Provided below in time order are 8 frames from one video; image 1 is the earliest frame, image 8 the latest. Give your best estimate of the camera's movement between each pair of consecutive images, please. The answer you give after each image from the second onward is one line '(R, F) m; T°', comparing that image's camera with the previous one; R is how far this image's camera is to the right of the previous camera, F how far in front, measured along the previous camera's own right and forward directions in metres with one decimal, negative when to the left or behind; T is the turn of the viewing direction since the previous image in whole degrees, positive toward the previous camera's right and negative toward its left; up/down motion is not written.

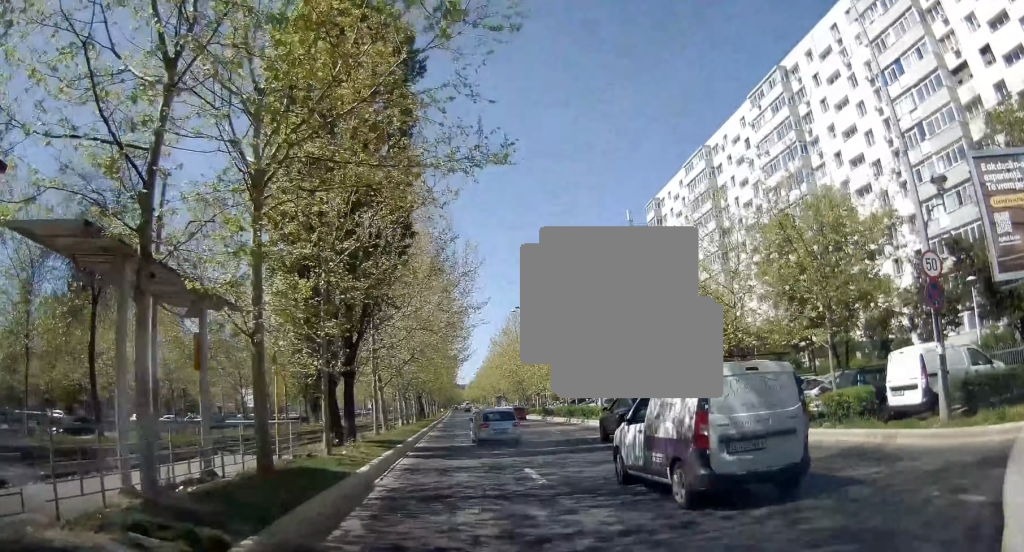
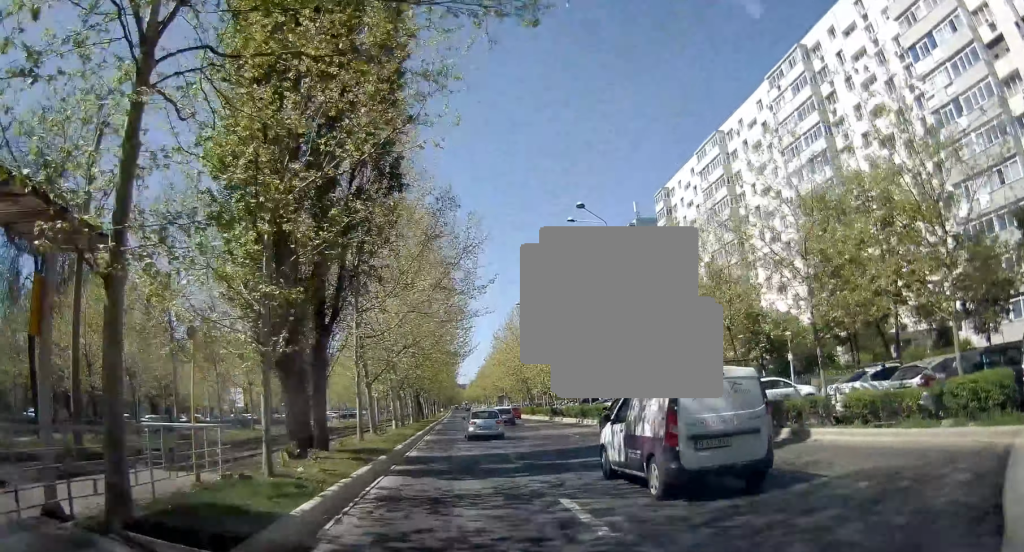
(-0.1, +4.9) m; -1°
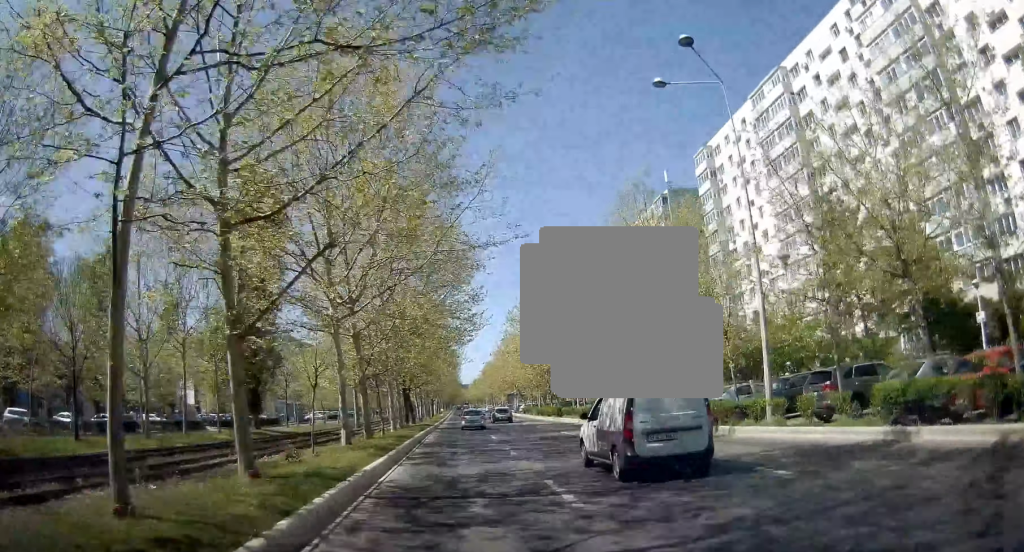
(-0.1, +16.8) m; +1°
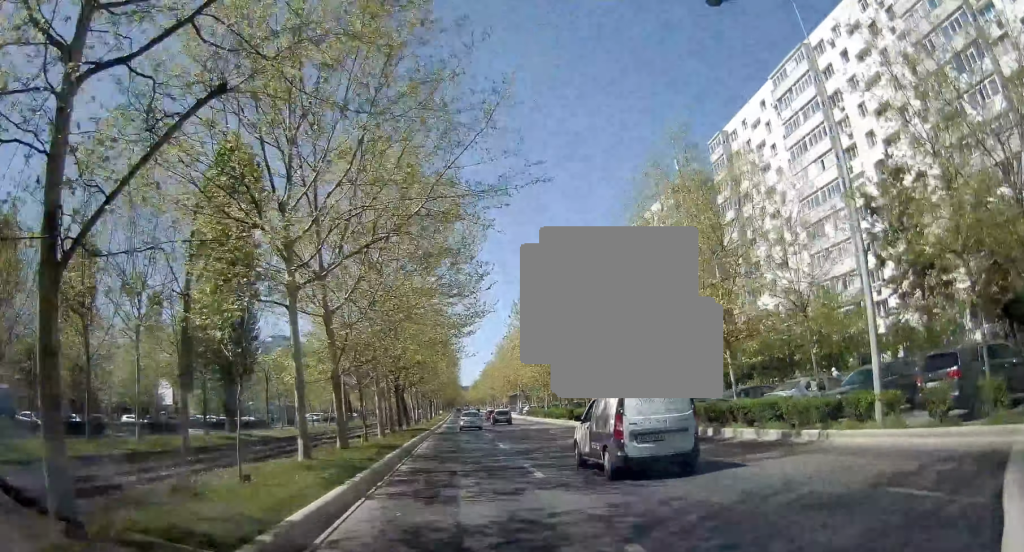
(0.0, +5.1) m; +1°
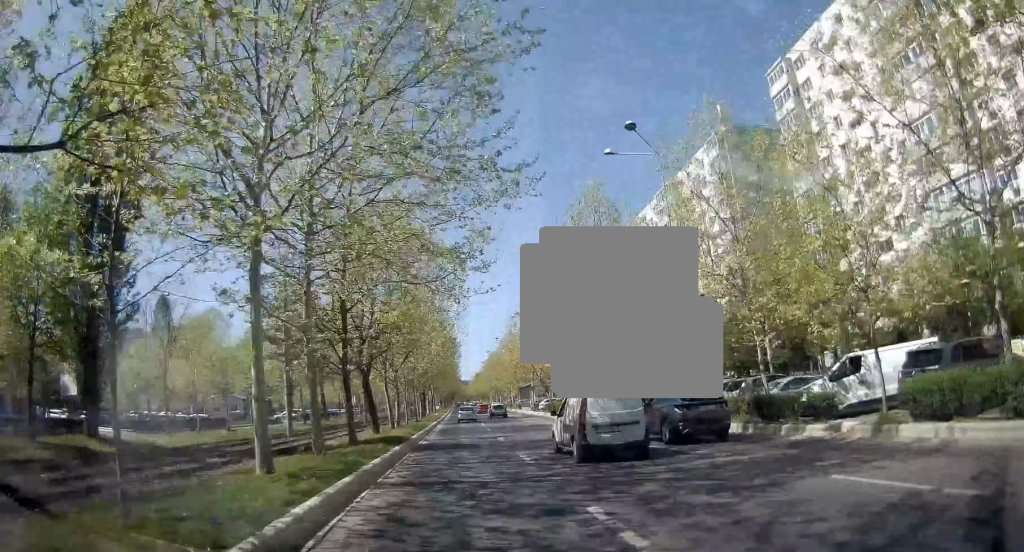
(+0.3, +16.8) m; +1°
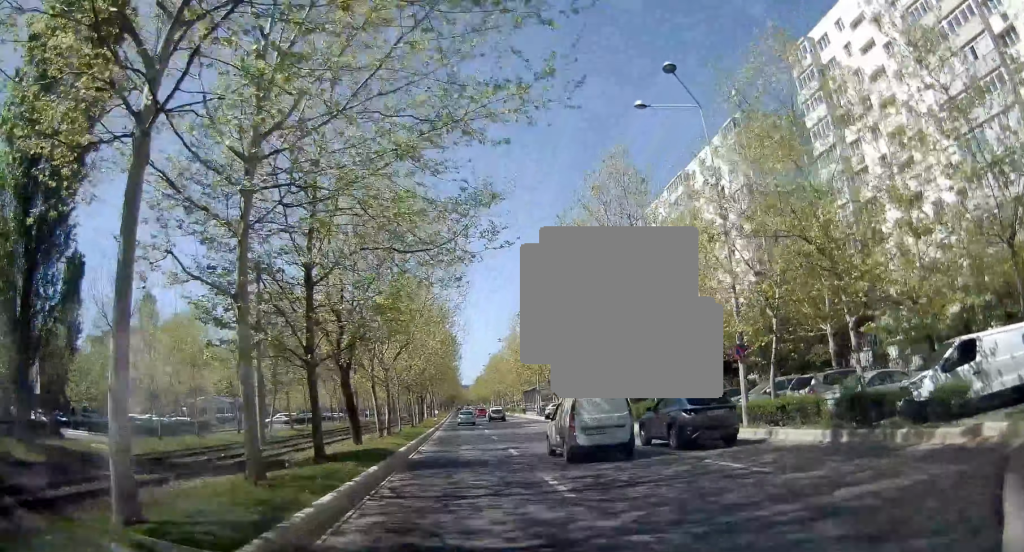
(0.0, +5.1) m; 0°
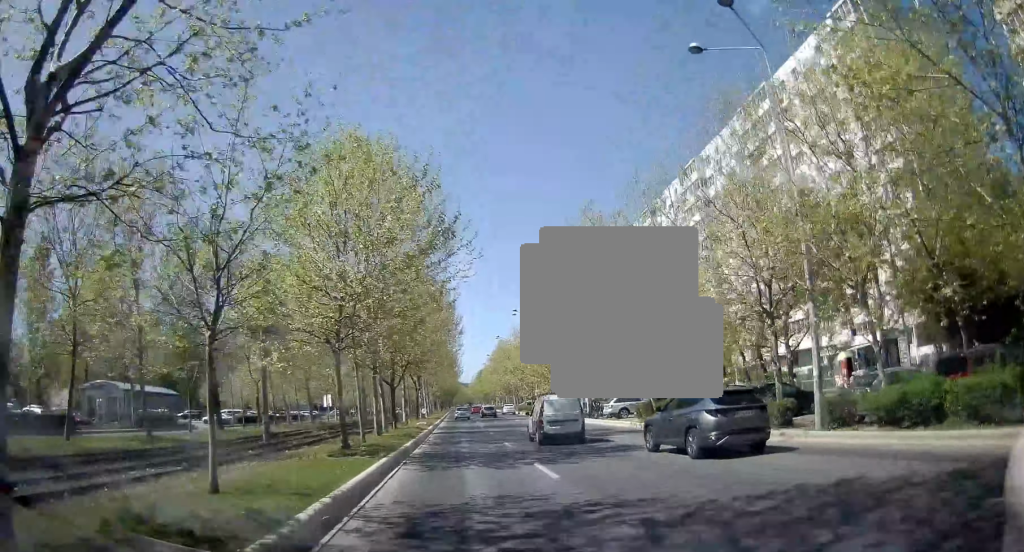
(0.0, +27.4) m; +1°
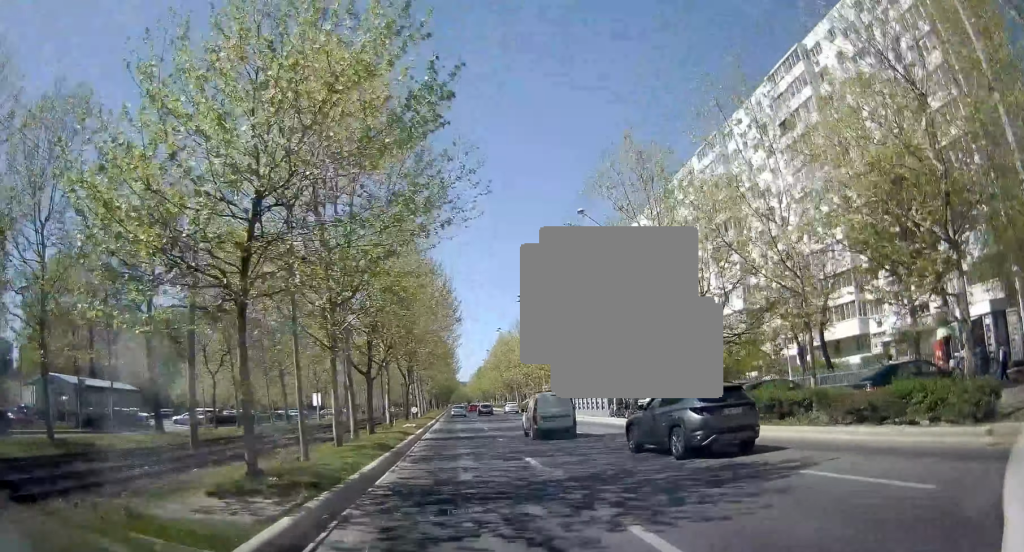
(+0.2, +8.2) m; +1°
